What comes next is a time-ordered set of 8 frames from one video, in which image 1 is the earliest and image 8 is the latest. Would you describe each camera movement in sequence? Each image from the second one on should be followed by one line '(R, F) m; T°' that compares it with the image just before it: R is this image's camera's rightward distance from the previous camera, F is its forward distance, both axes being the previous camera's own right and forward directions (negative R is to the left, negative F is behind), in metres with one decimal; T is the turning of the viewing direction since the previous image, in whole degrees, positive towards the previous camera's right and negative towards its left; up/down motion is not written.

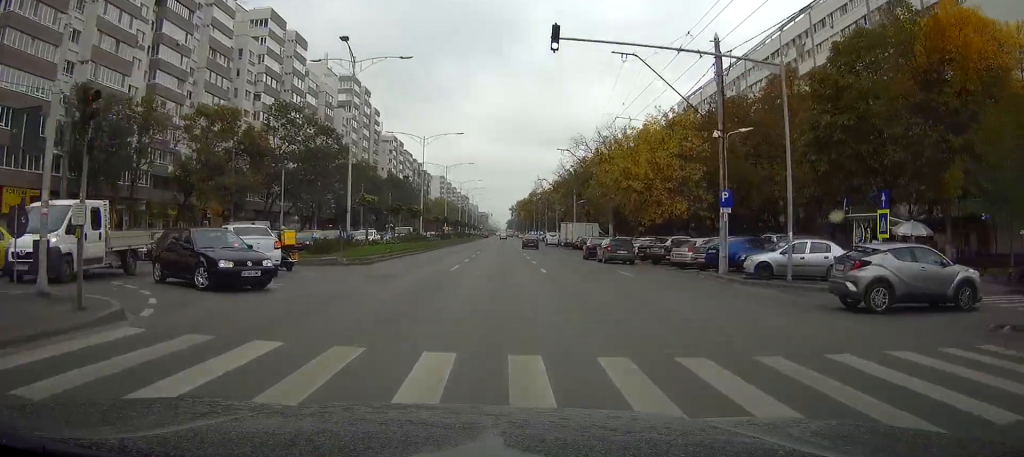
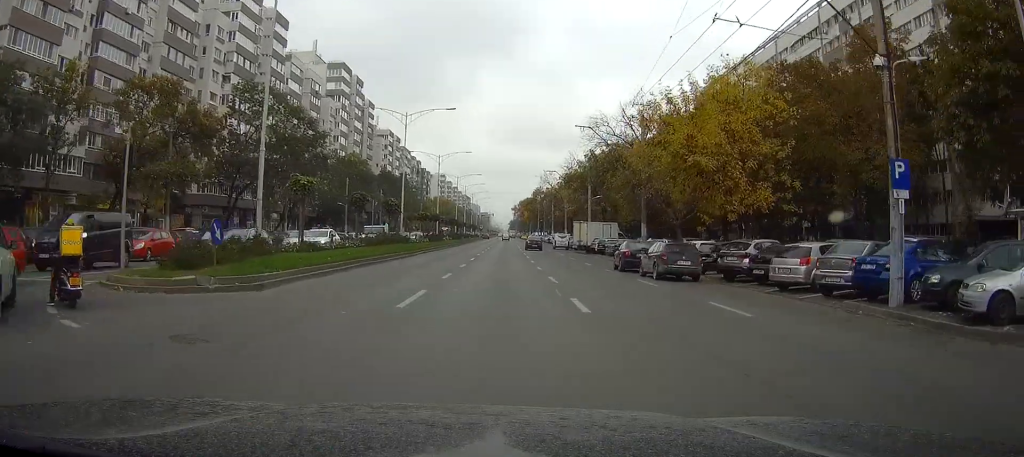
(-0.1, +13.3) m; 0°
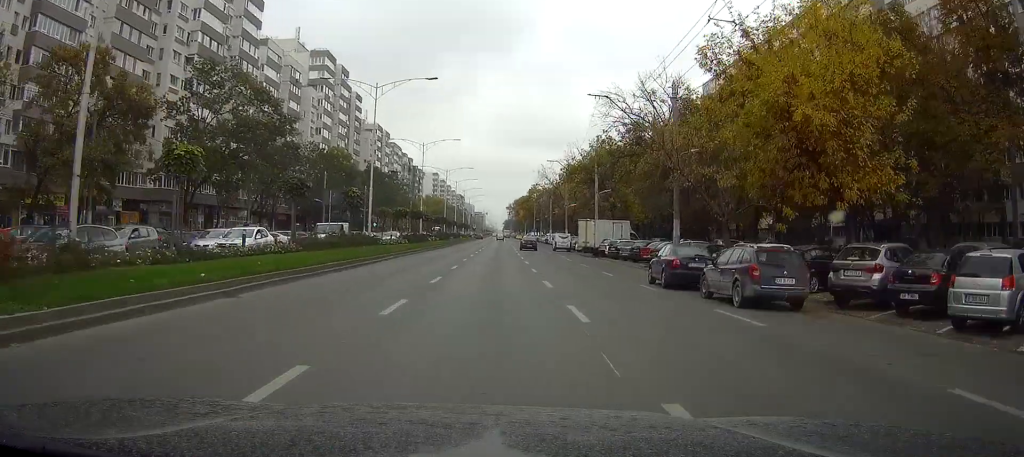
(0.0, +10.1) m; 0°
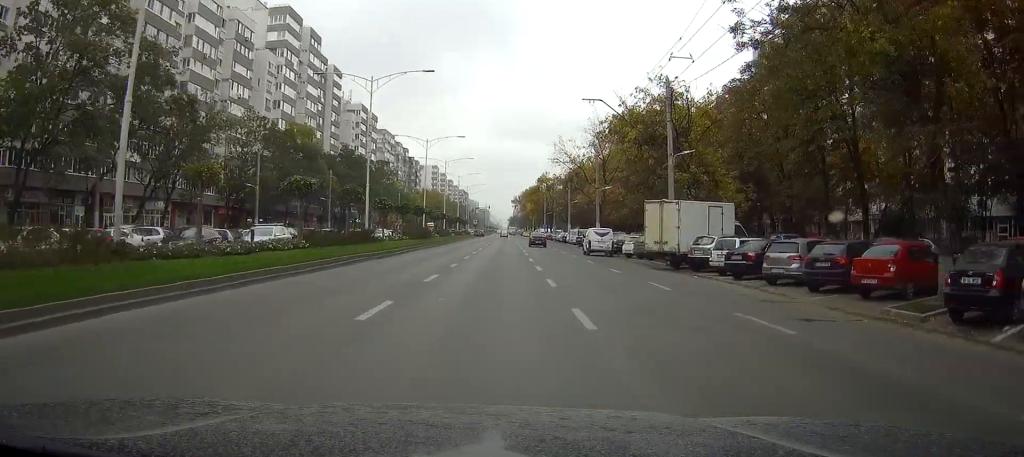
(+0.1, +28.3) m; 0°
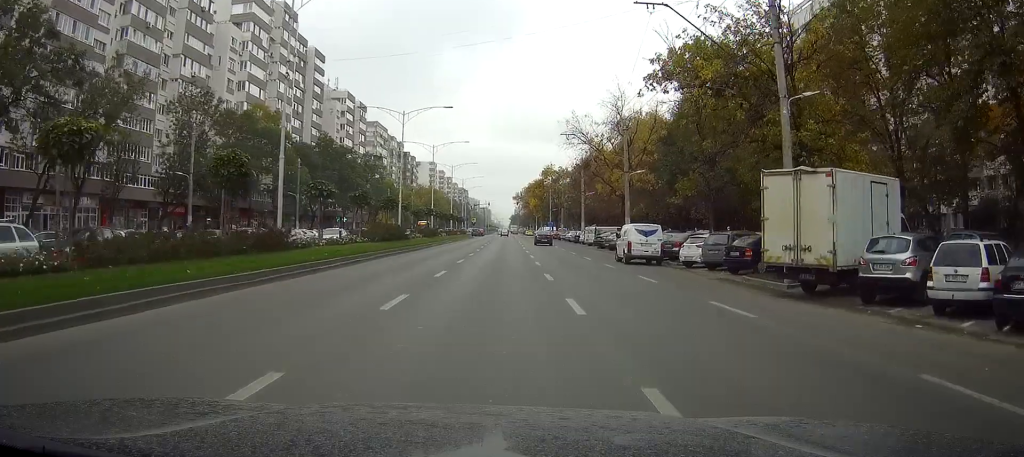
(+0.1, +15.8) m; 0°
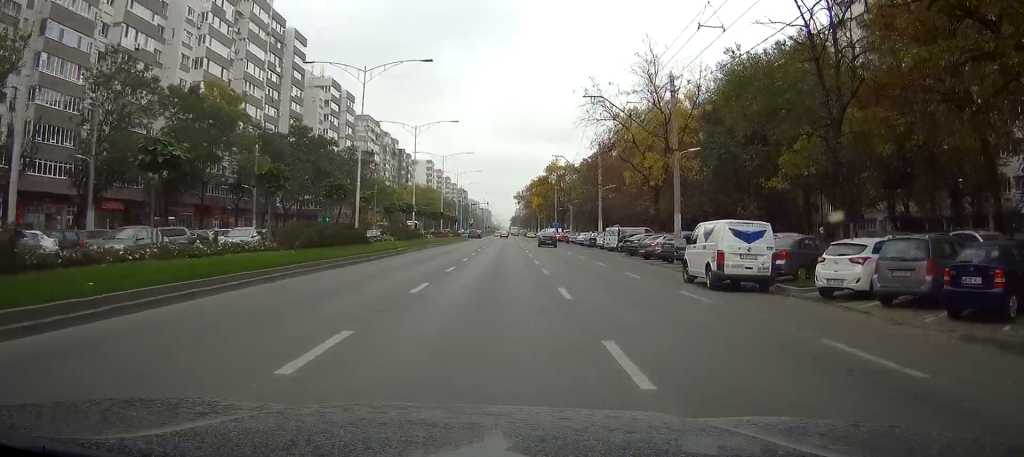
(0.0, +14.8) m; 0°
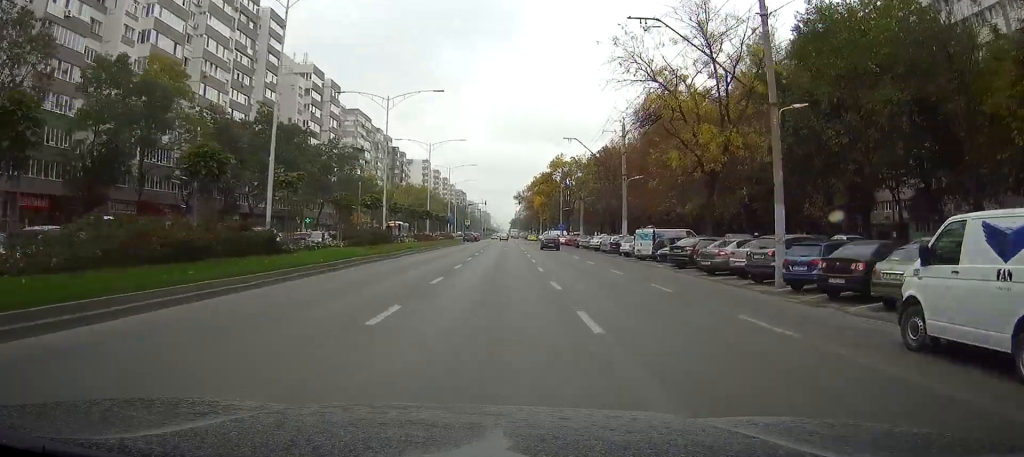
(0.0, +13.8) m; 0°
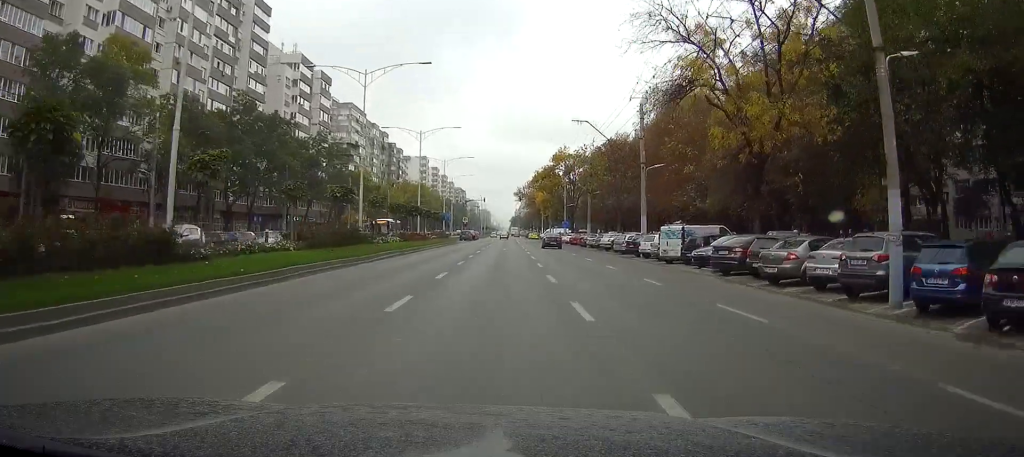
(0.0, +6.6) m; 0°
